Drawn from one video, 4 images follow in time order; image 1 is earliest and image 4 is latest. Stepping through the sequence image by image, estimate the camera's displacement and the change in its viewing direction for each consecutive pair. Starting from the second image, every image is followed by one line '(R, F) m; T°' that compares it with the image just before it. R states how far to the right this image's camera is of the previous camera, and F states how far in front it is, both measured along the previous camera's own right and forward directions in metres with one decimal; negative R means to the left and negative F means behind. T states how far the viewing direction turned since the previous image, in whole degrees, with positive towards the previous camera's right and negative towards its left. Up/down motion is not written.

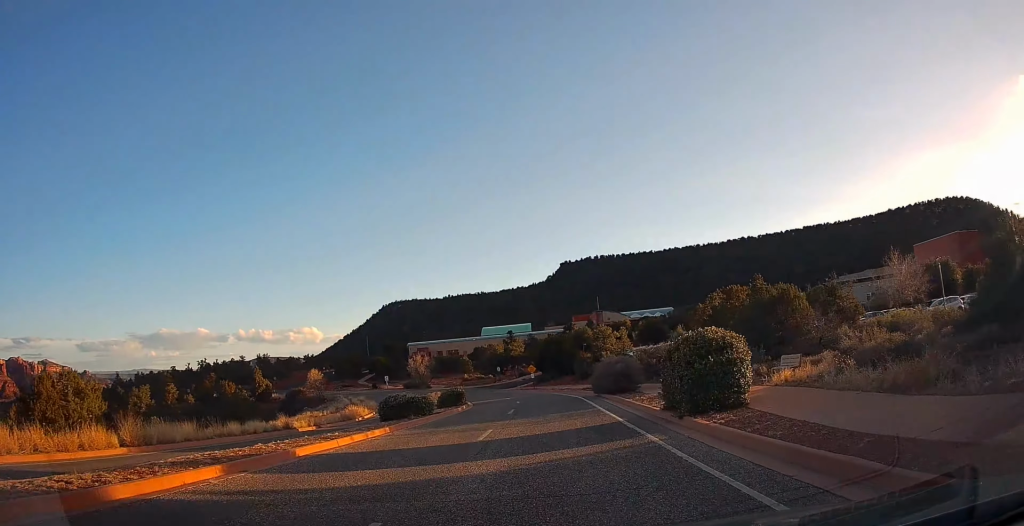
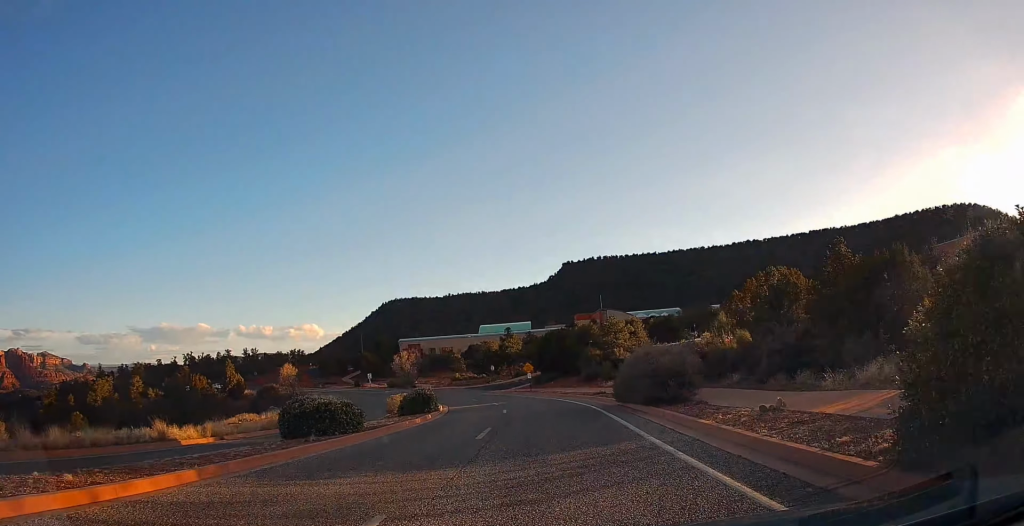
(-0.2, +11.5) m; -2°
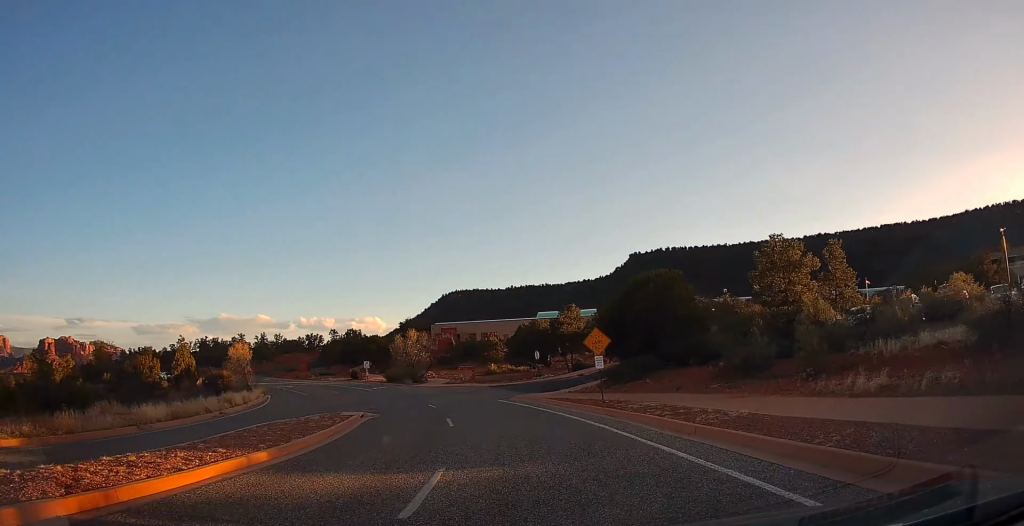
(-2.0, +33.2) m; -8°
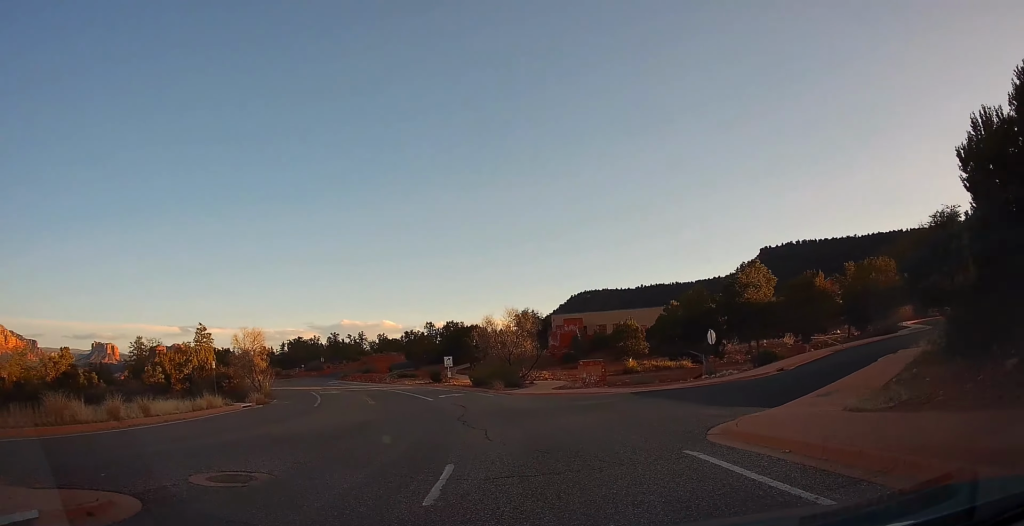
(-0.6, +23.6) m; -4°
